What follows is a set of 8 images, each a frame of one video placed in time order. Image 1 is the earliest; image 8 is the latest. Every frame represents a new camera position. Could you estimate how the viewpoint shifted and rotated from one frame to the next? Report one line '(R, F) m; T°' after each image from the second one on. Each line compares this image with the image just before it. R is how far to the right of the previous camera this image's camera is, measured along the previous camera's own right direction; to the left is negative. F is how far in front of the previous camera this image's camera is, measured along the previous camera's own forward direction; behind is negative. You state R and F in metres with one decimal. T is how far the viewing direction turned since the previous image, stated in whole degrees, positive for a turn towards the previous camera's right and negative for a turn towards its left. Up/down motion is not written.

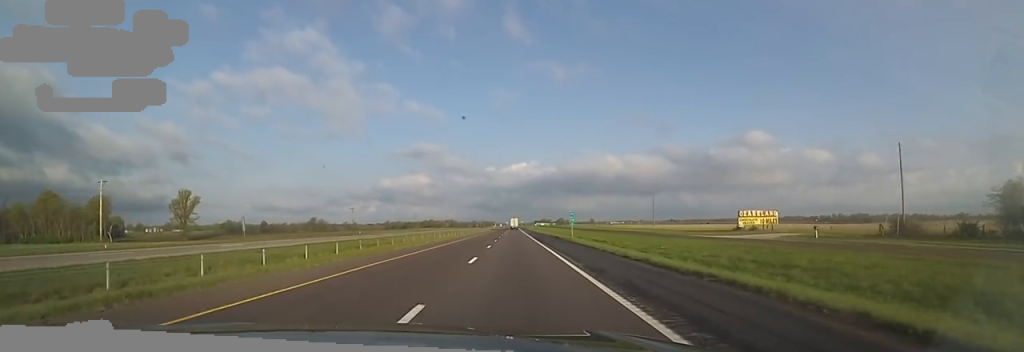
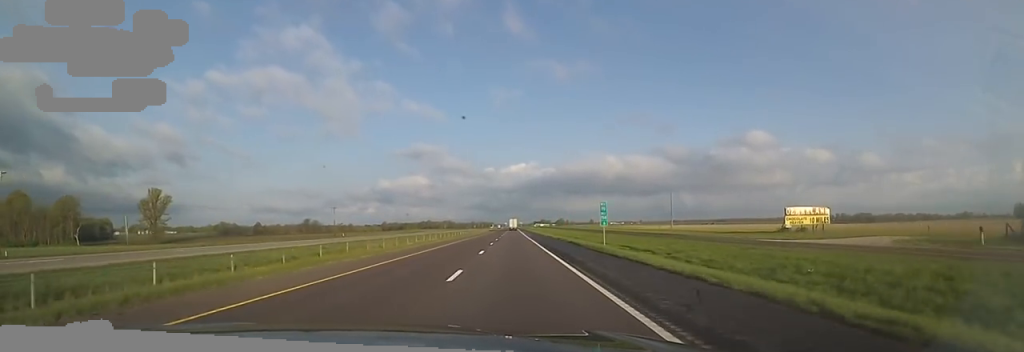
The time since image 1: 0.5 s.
(+0.2, +17.1) m; +1°
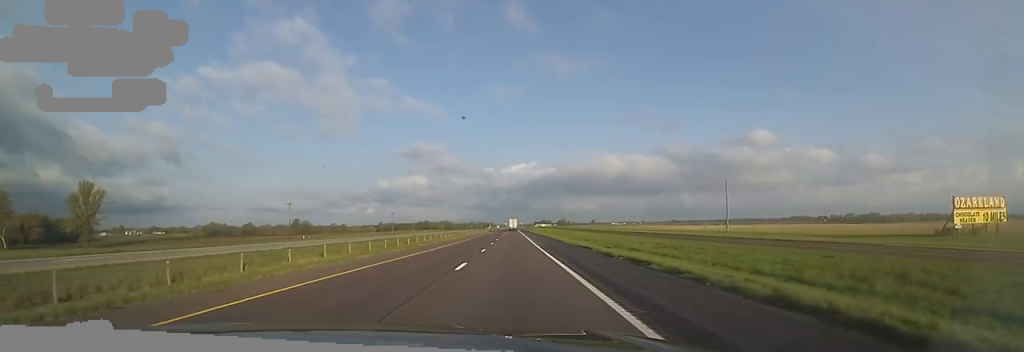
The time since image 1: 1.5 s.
(0.0, +33.6) m; +1°
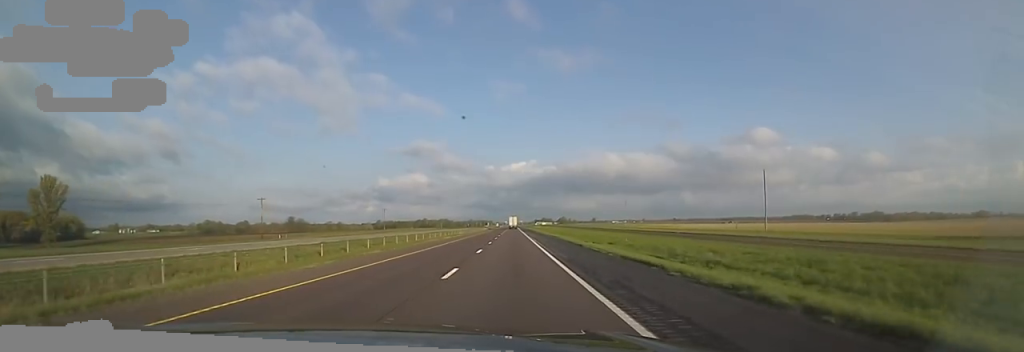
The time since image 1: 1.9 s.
(+0.1, +15.3) m; 0°
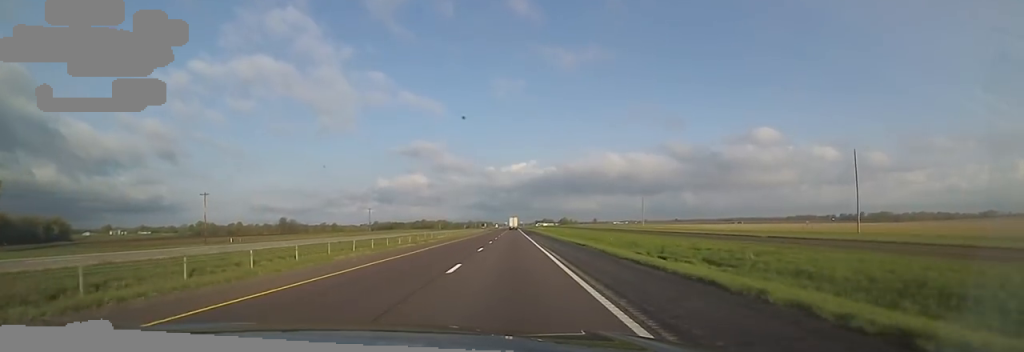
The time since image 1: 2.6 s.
(+0.1, +23.4) m; +1°
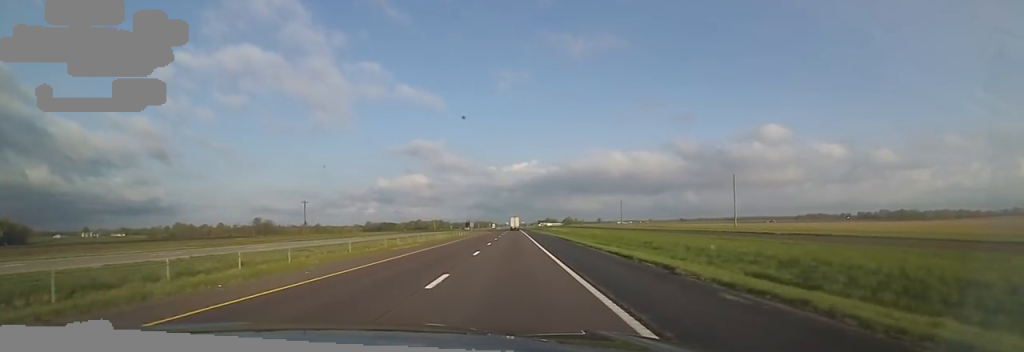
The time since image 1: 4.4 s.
(+1.0, +65.1) m; -2°
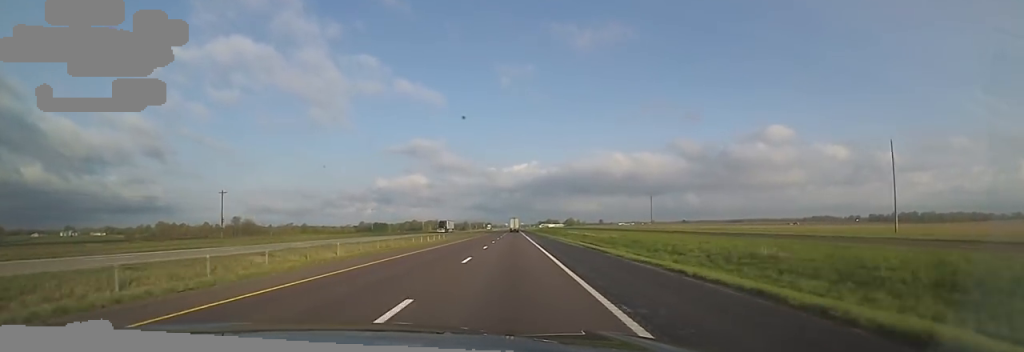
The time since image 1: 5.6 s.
(-1.8, +41.8) m; 0°
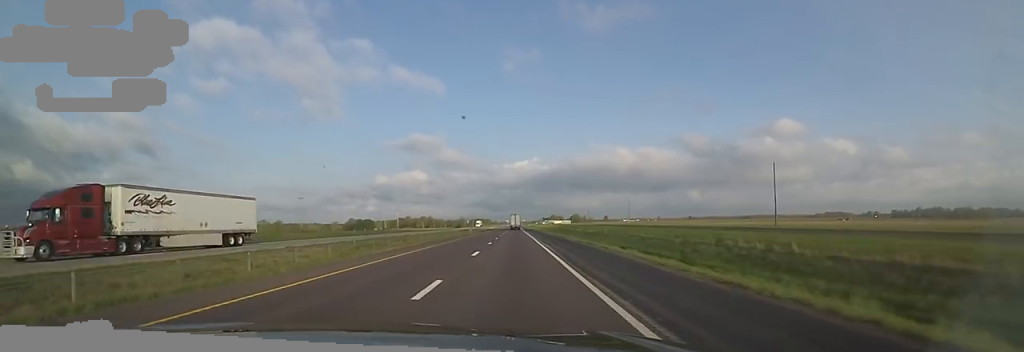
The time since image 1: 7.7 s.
(+2.3, +70.0) m; +1°
